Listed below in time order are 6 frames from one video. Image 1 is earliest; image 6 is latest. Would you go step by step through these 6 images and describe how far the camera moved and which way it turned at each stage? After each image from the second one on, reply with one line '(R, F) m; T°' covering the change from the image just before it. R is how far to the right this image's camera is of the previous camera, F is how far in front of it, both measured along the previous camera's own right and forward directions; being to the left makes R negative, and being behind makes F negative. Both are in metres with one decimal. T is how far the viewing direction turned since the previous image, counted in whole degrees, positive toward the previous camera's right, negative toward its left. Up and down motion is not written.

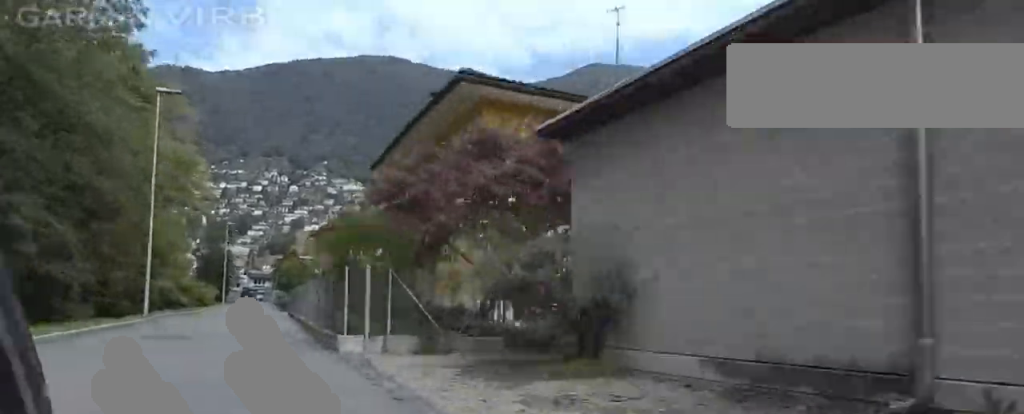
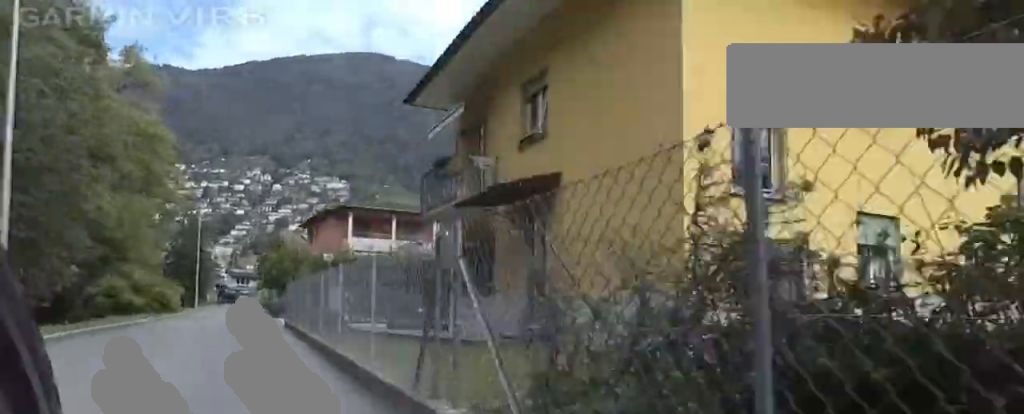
(0.0, +7.5) m; 0°
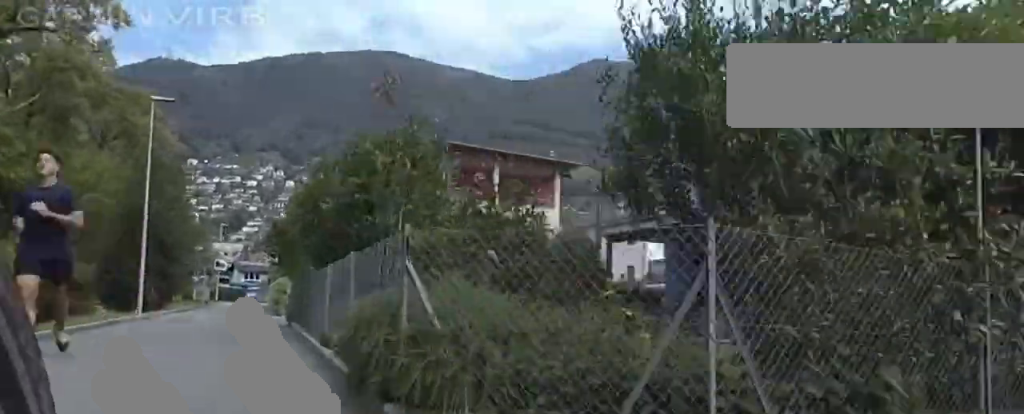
(0.0, +18.1) m; 0°
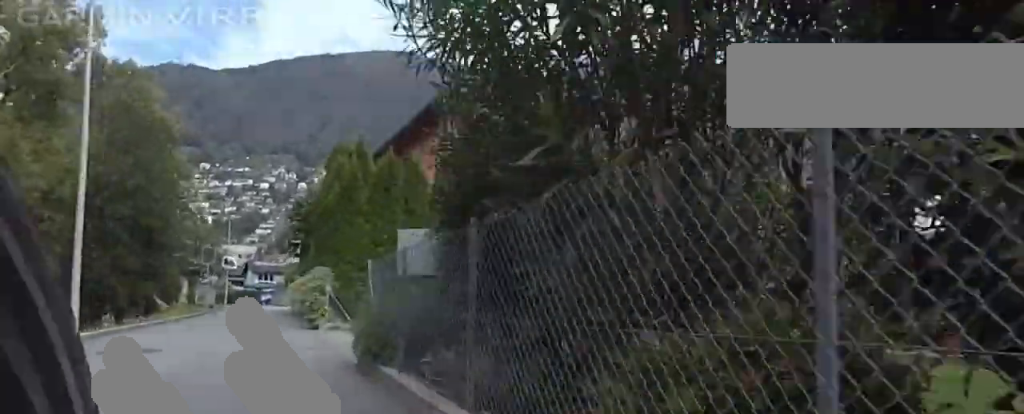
(0.0, +7.5) m; 0°
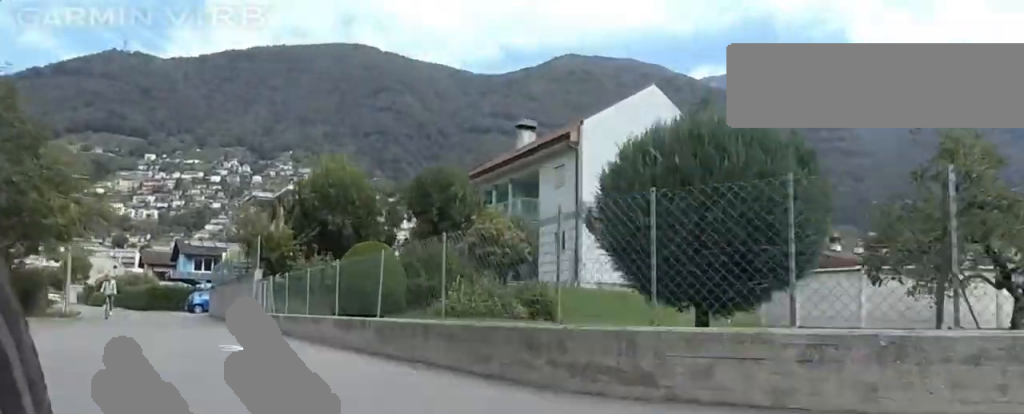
(0.0, +37.3) m; 0°
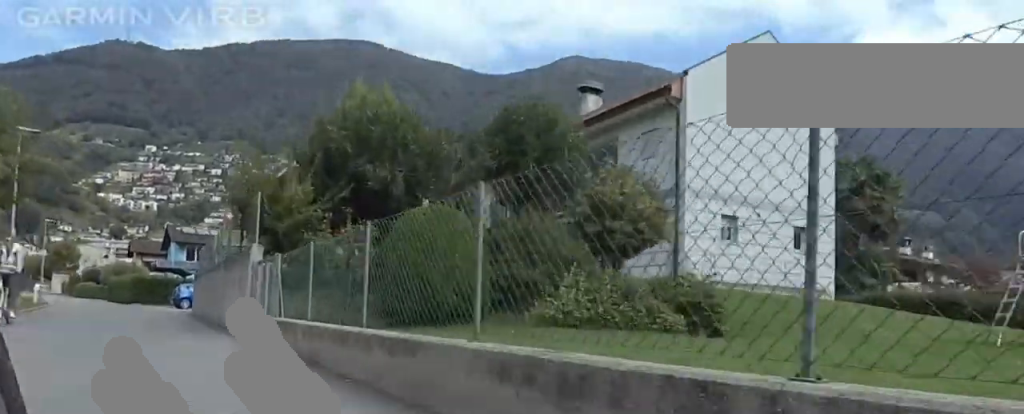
(0.0, +6.6) m; 0°
